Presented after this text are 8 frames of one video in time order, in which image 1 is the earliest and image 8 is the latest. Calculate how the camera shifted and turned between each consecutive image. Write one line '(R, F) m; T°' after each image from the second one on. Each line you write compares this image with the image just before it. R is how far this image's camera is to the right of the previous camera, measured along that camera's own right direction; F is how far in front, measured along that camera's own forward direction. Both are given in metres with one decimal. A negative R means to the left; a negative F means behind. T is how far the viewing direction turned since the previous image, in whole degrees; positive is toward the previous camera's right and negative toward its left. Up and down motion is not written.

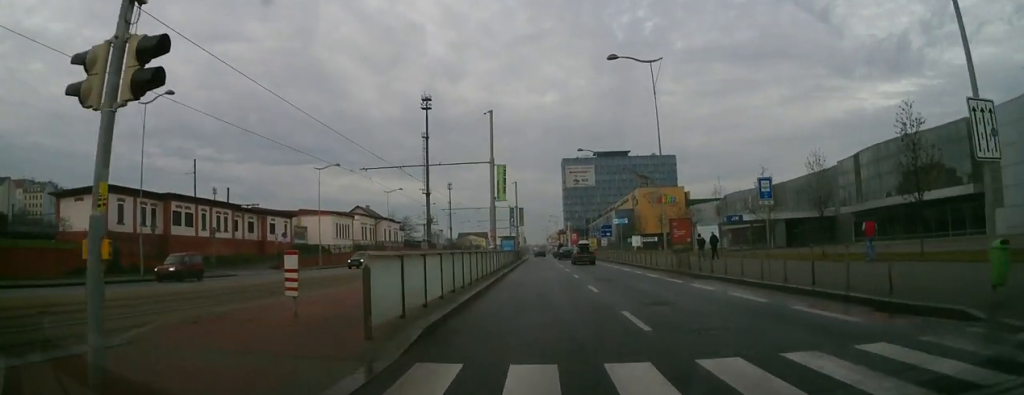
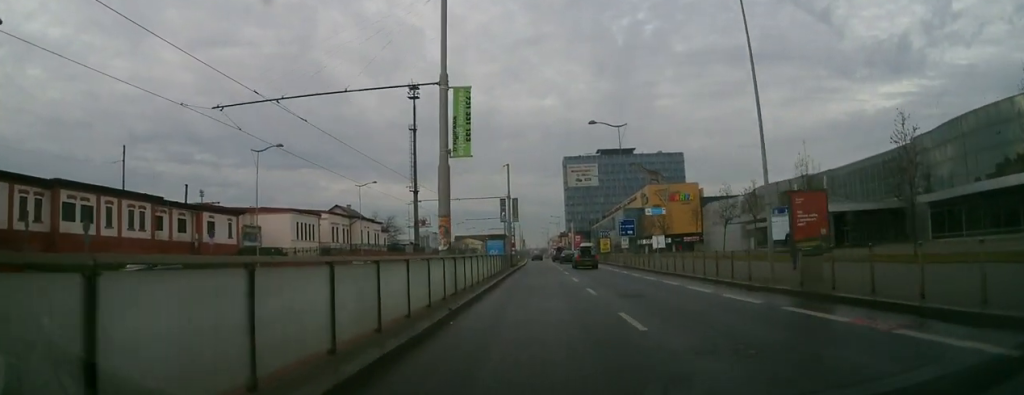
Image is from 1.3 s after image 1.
(-0.4, +17.0) m; -1°
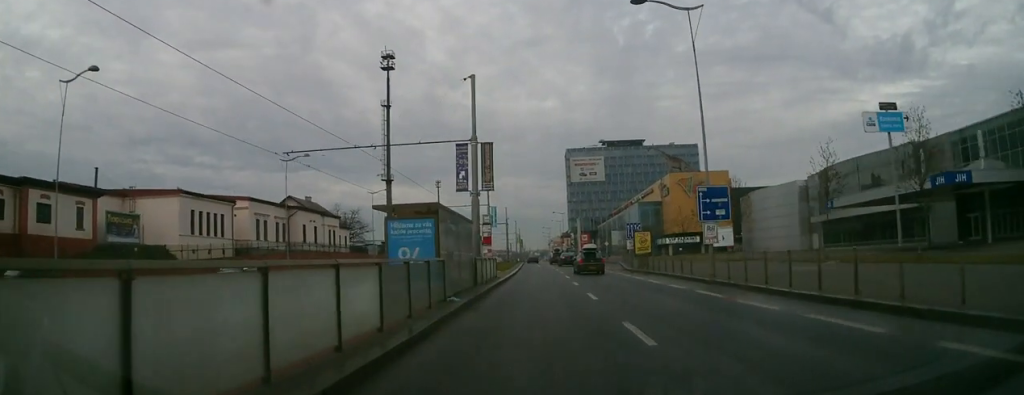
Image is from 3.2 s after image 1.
(+0.9, +25.9) m; +2°
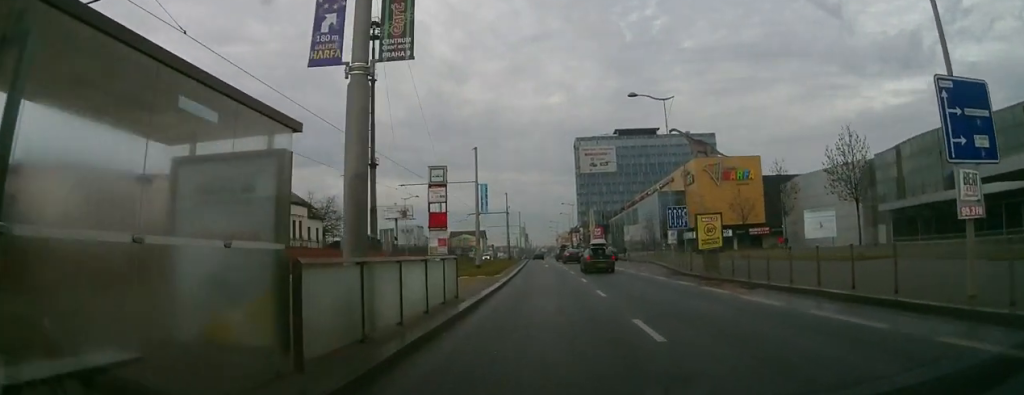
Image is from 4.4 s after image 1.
(0.0, +16.7) m; 0°
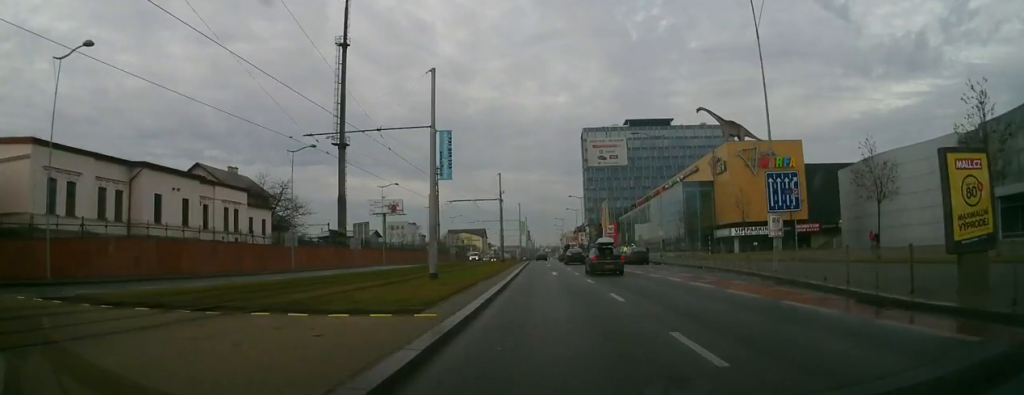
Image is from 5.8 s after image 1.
(0.0, +19.3) m; 0°
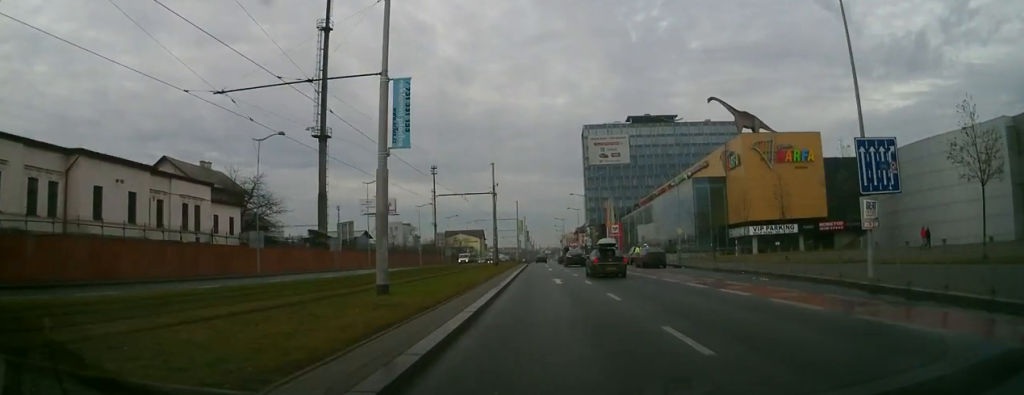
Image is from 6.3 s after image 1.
(0.0, +7.4) m; 0°
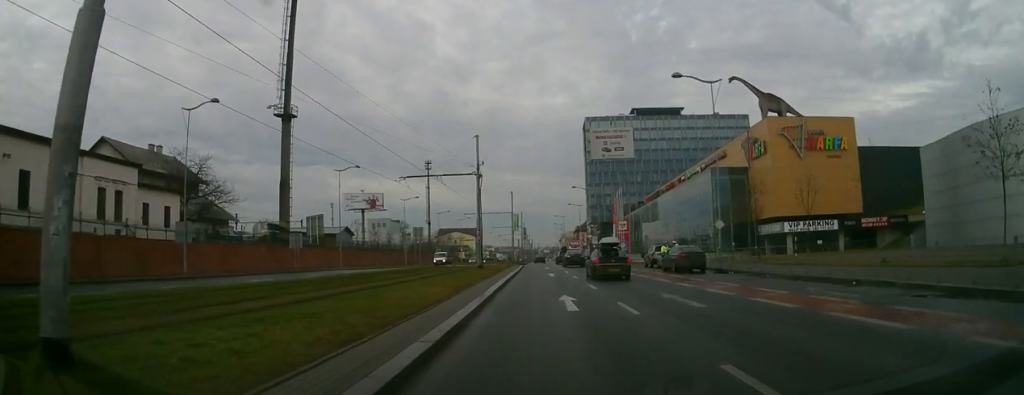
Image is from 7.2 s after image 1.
(0.0, +12.5) m; -1°
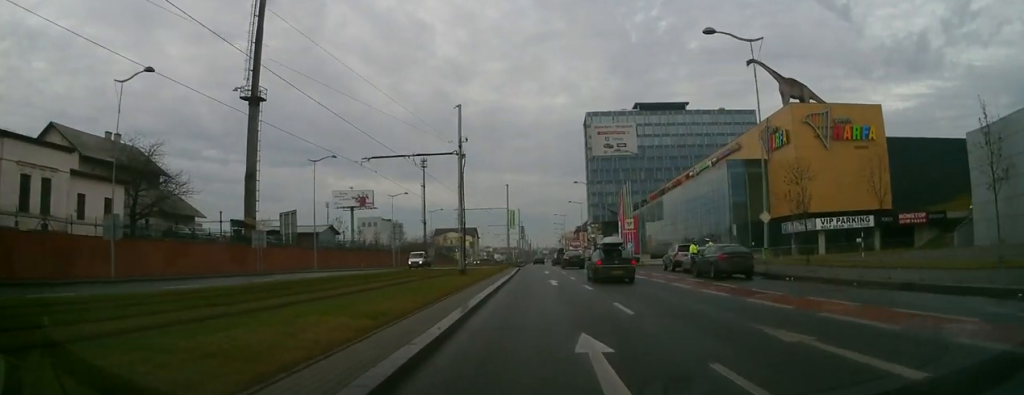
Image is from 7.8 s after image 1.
(-0.1, +8.5) m; -1°
